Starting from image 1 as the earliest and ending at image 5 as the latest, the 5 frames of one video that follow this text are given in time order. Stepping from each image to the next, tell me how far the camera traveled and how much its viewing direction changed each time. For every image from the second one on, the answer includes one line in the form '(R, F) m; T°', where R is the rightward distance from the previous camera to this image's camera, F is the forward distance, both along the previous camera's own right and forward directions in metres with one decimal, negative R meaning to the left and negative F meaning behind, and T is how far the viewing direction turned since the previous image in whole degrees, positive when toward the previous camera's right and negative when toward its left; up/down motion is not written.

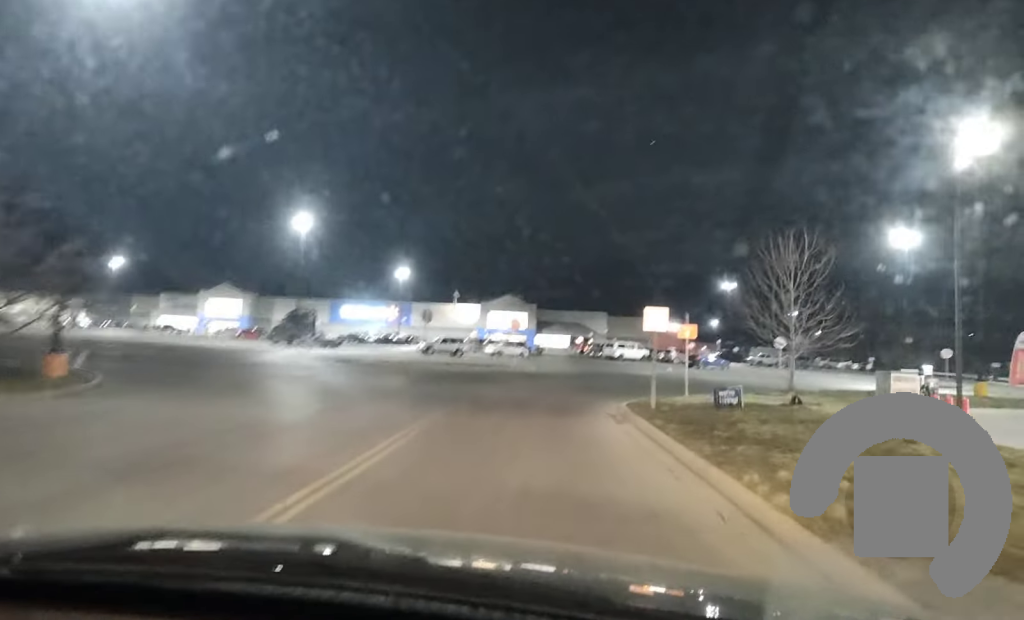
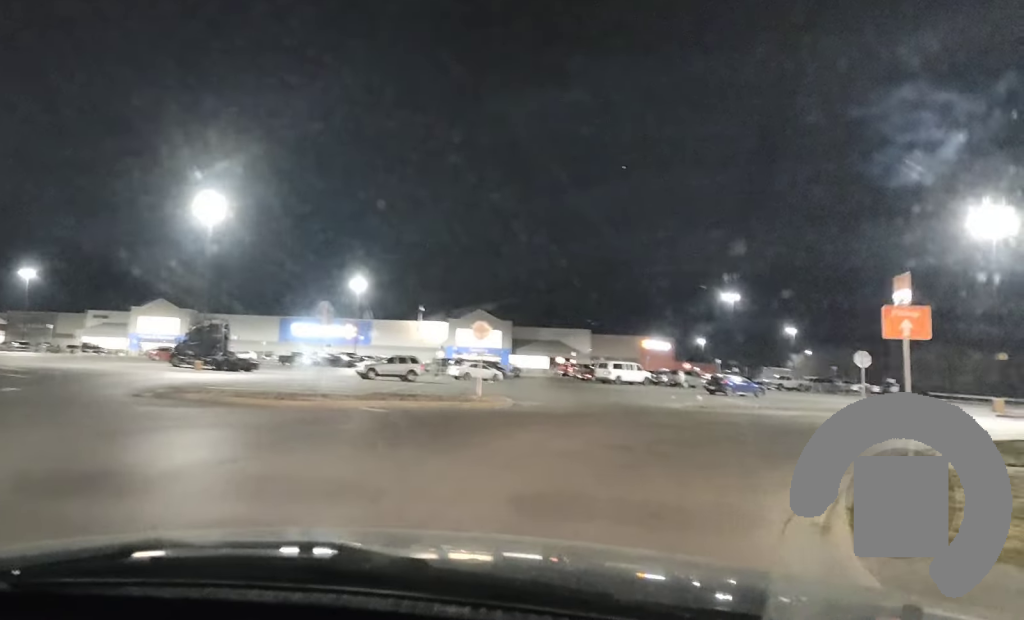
(-0.2, +18.9) m; +2°
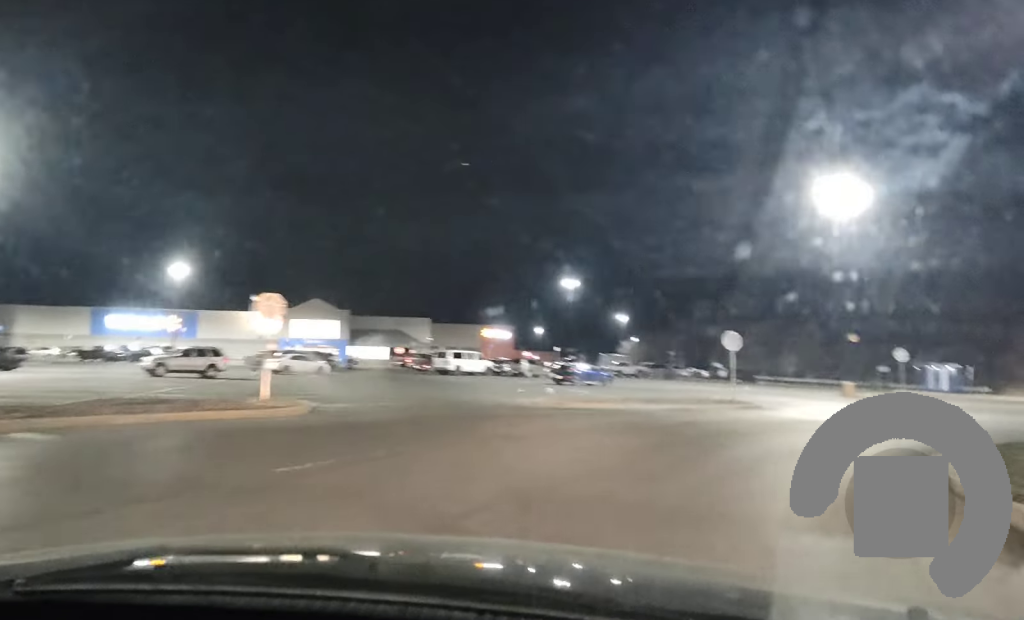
(+0.7, +9.6) m; +9°
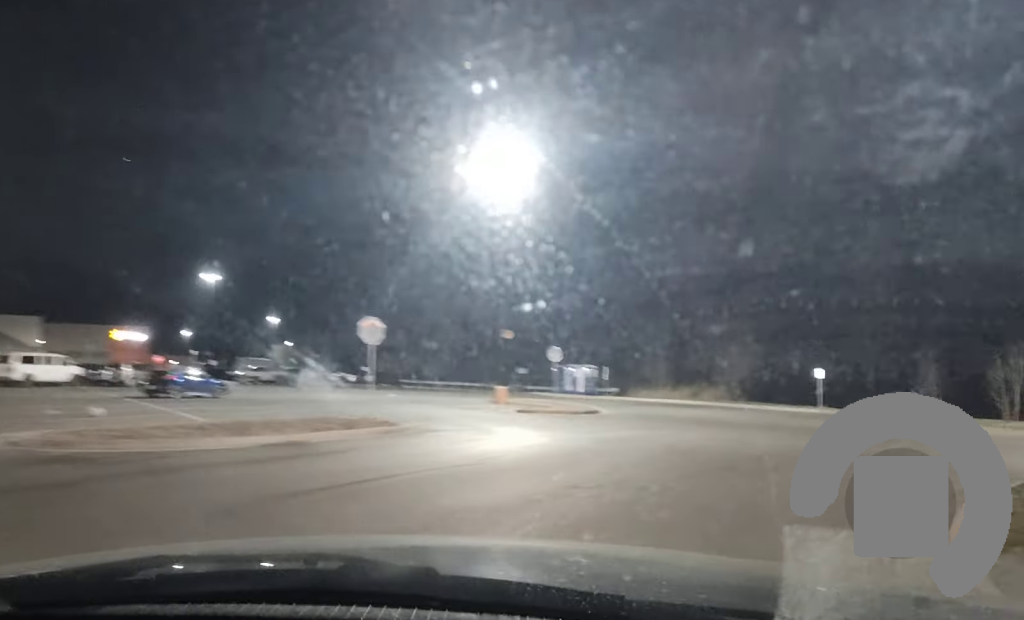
(+2.6, +14.1) m; +22°
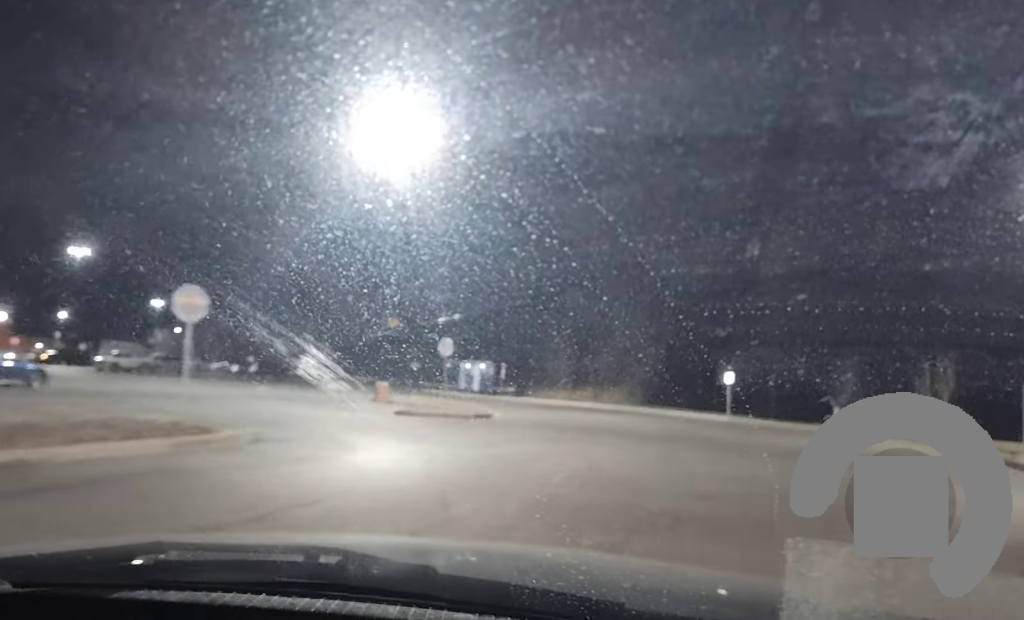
(+0.5, +5.9) m; +6°
